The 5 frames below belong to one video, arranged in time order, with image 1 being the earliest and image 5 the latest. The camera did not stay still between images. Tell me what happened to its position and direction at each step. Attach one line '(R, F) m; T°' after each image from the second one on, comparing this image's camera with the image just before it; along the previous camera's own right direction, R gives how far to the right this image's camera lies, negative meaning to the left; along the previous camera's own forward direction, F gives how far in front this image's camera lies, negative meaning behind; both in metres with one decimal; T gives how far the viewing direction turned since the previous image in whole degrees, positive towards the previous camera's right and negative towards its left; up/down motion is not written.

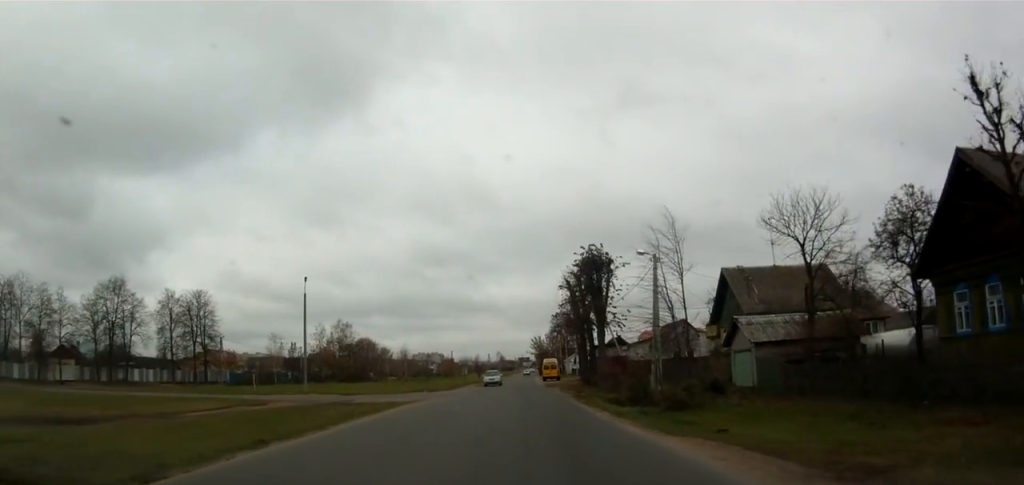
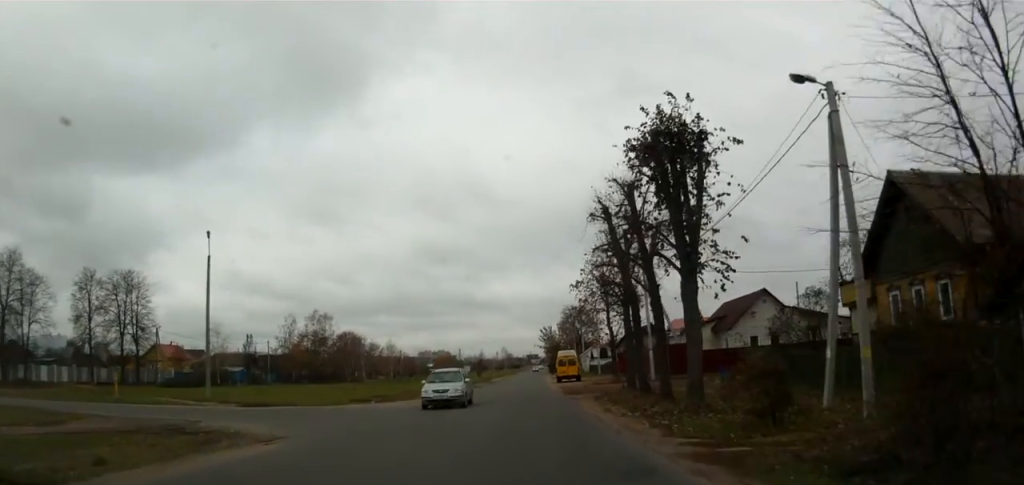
(-0.3, +21.7) m; +1°
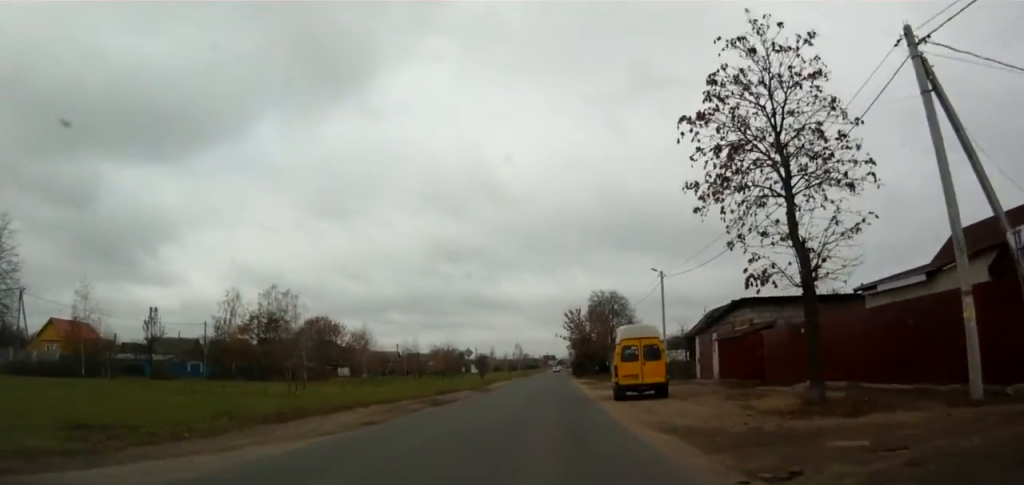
(-0.2, +29.7) m; -1°
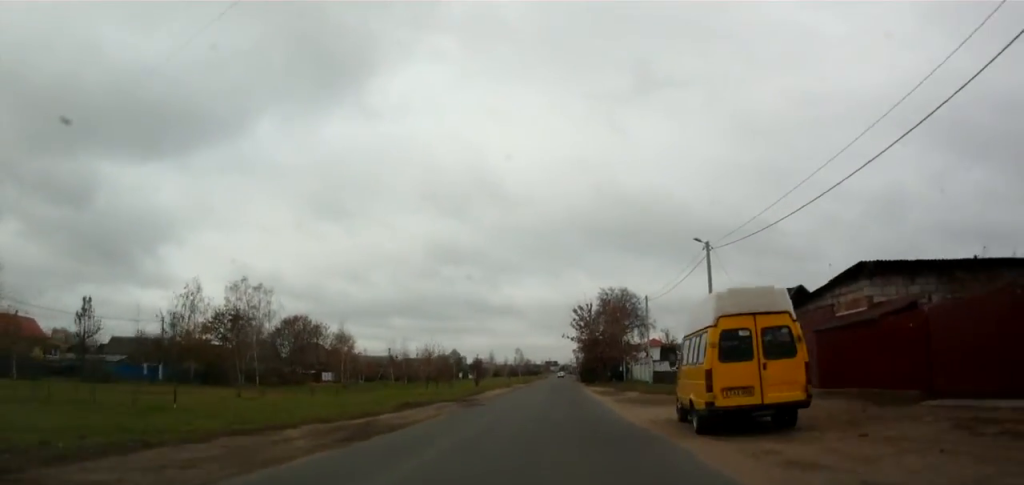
(0.0, +11.2) m; 0°
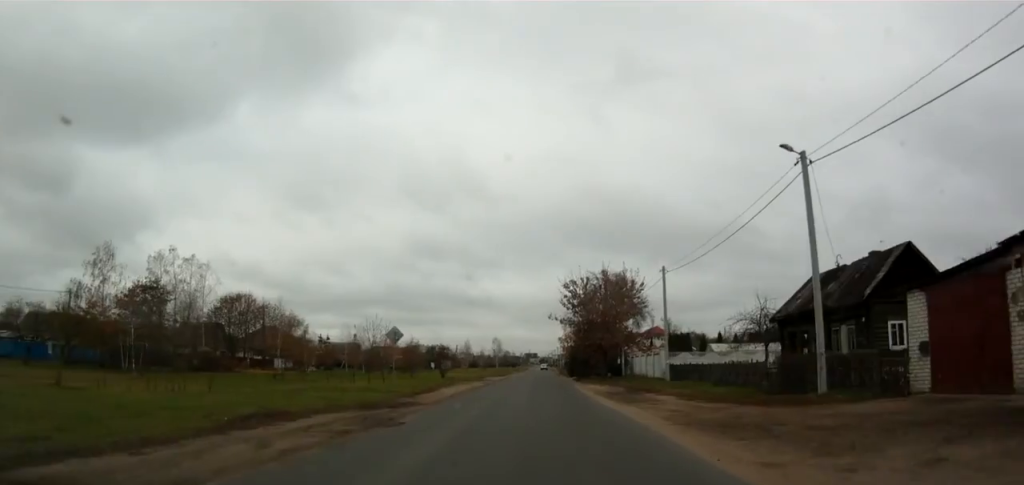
(-0.1, +14.7) m; +1°
